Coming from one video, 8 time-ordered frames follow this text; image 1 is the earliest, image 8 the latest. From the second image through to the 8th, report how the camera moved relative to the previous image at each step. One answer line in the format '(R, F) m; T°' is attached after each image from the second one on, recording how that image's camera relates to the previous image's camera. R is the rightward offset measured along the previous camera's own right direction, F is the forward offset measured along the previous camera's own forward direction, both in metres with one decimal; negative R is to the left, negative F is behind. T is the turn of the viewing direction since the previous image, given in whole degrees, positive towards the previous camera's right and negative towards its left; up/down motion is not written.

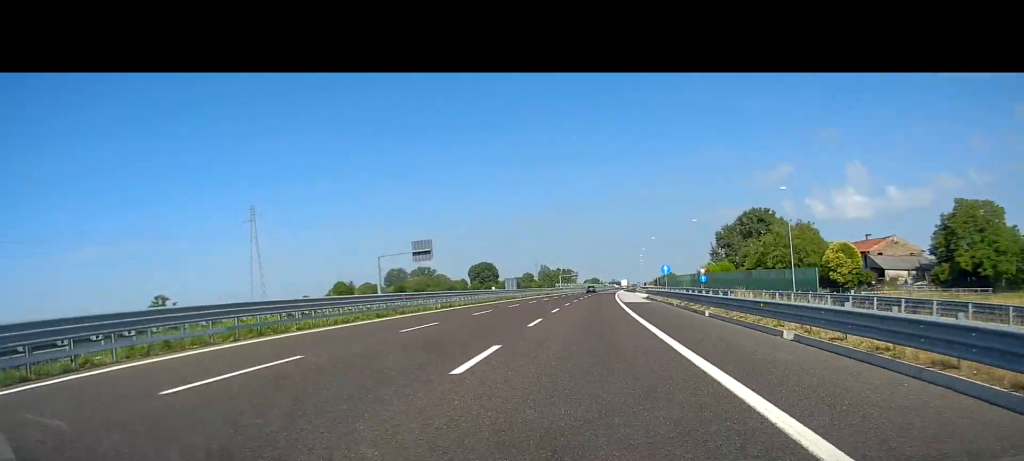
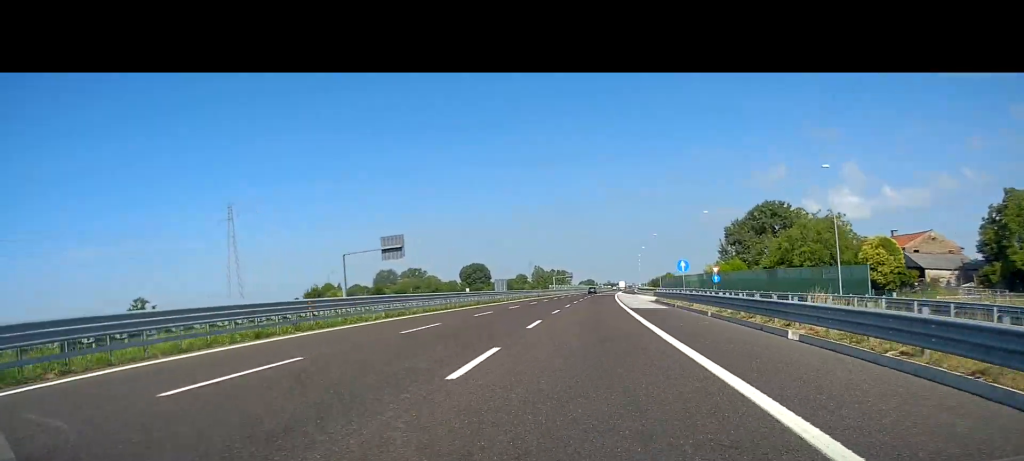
(0.0, +12.1) m; 0°
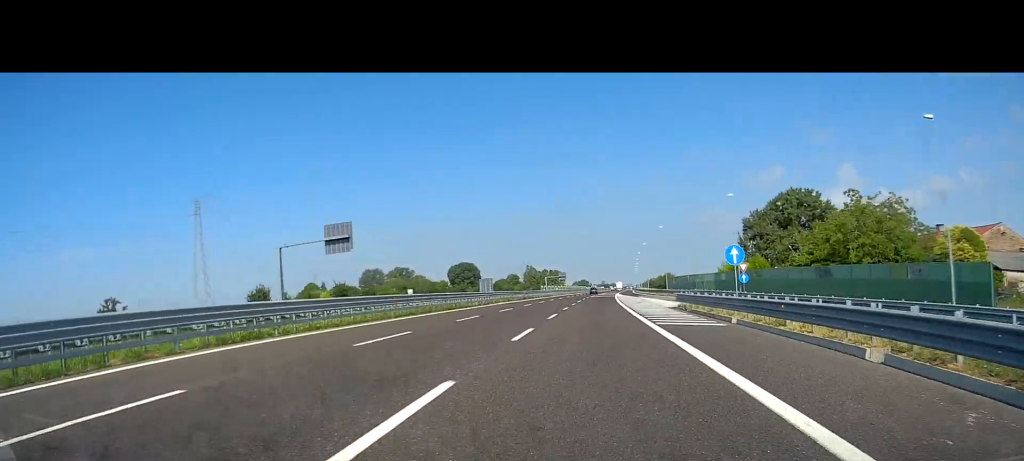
(-0.1, +16.5) m; +1°
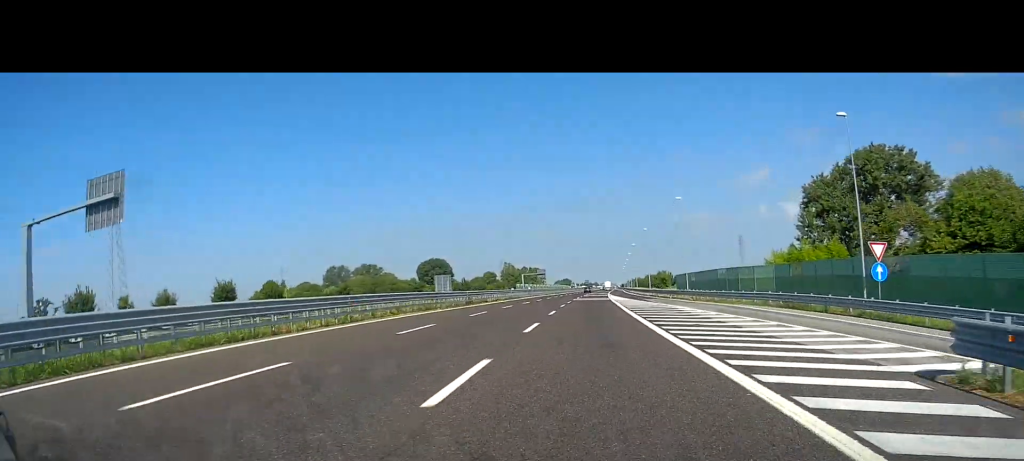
(+0.5, +32.1) m; +1°
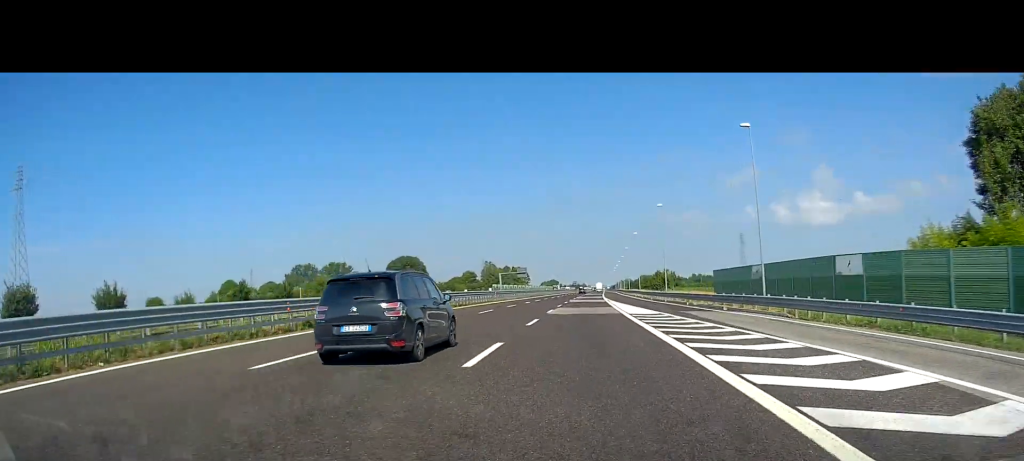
(+0.3, +32.3) m; +1°
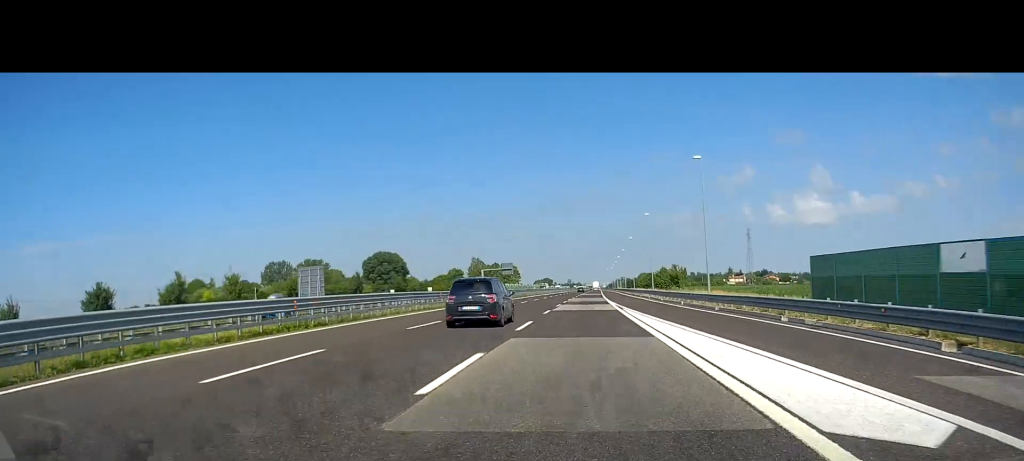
(+0.2, +26.2) m; 0°
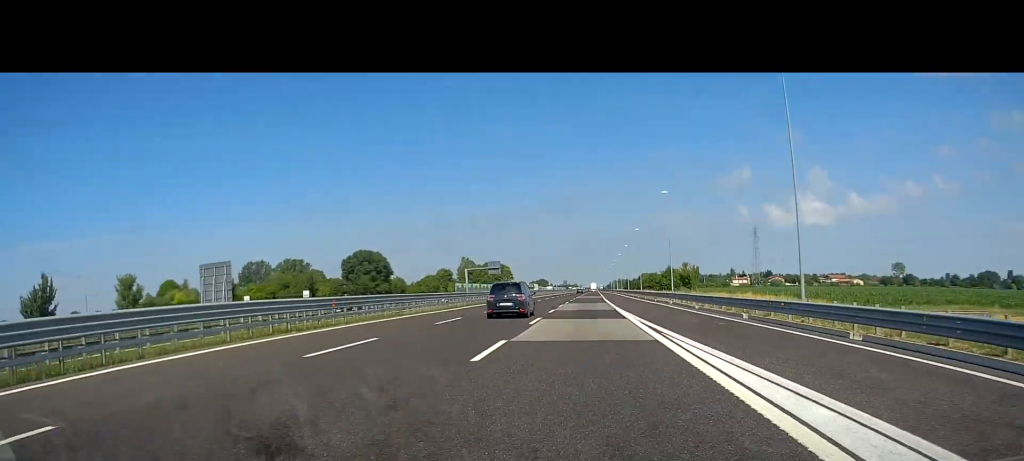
(-0.2, +20.1) m; 0°
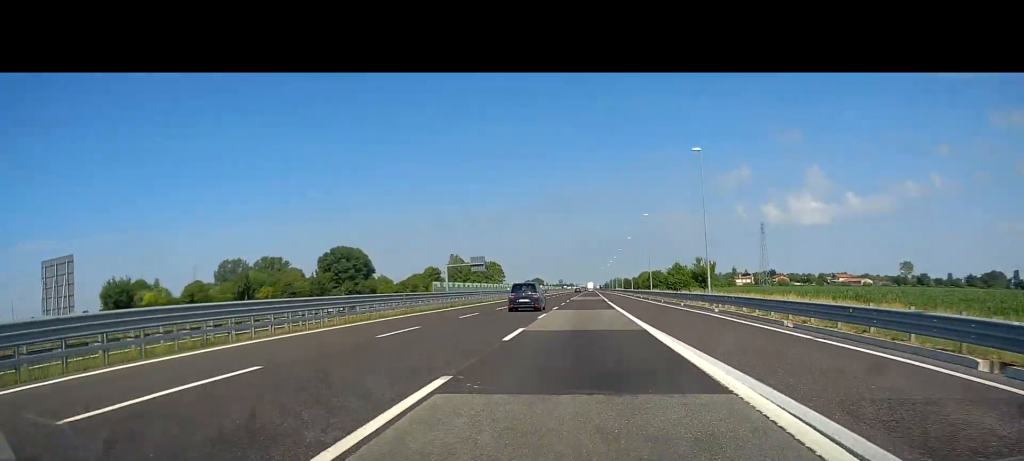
(+0.3, +19.3) m; +1°
